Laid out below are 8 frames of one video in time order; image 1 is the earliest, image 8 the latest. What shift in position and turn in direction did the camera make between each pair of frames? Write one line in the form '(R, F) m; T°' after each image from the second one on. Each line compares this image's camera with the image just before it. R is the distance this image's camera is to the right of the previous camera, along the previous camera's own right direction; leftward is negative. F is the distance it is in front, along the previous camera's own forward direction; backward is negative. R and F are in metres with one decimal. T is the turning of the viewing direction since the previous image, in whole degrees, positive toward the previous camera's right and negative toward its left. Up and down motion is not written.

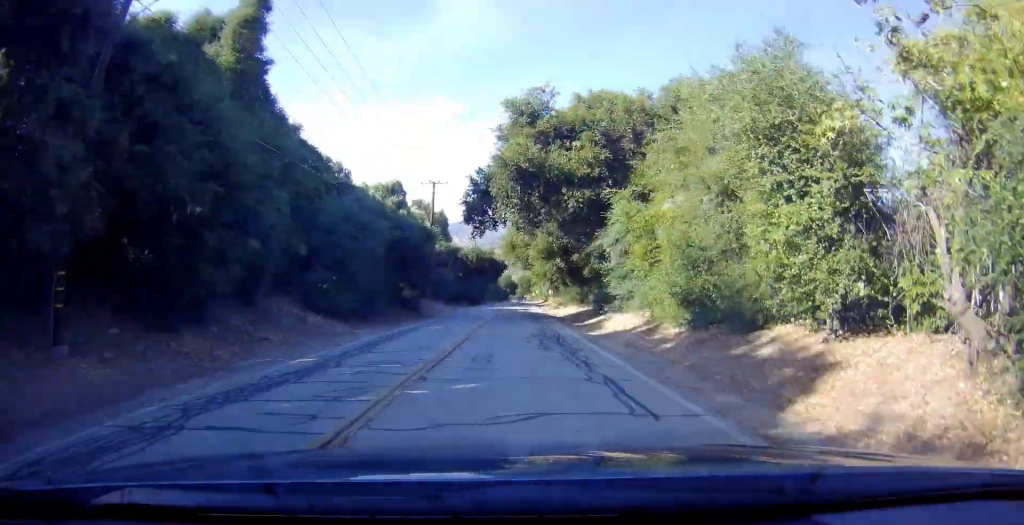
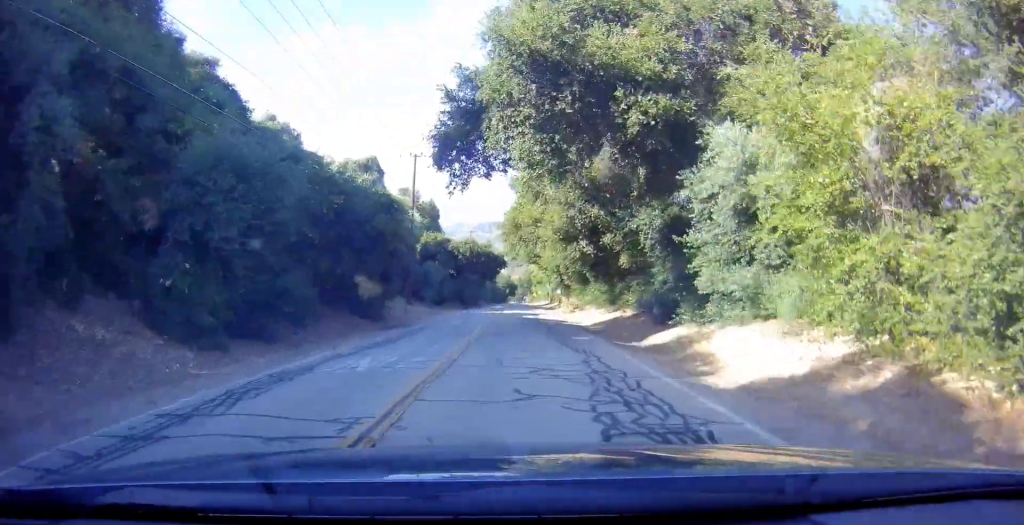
(+1.7, +11.6) m; +8°
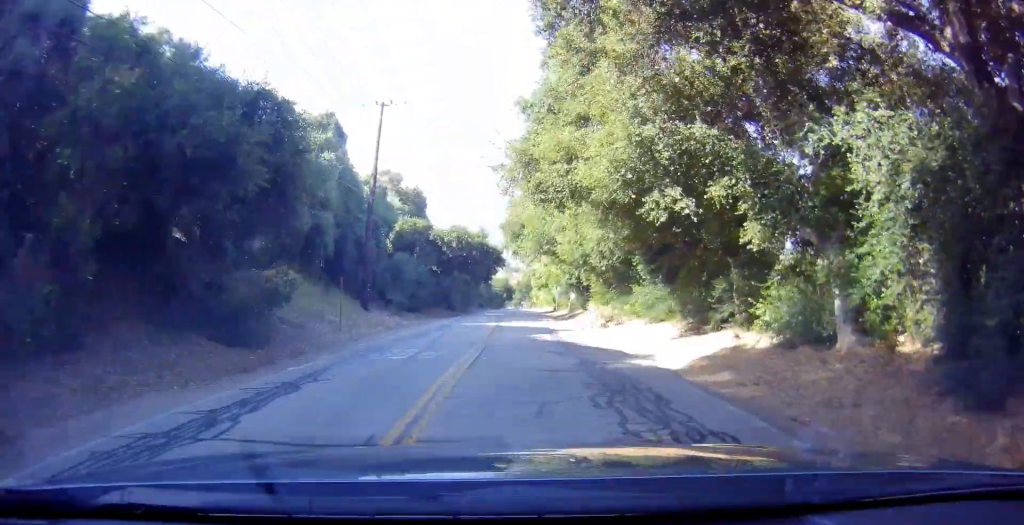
(+0.6, +13.7) m; -2°
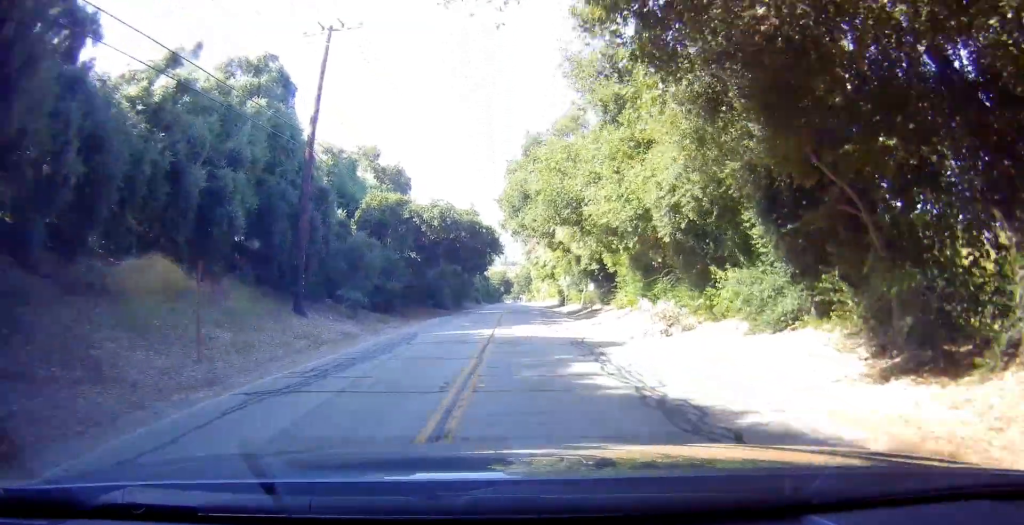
(-0.8, +11.4) m; -5°
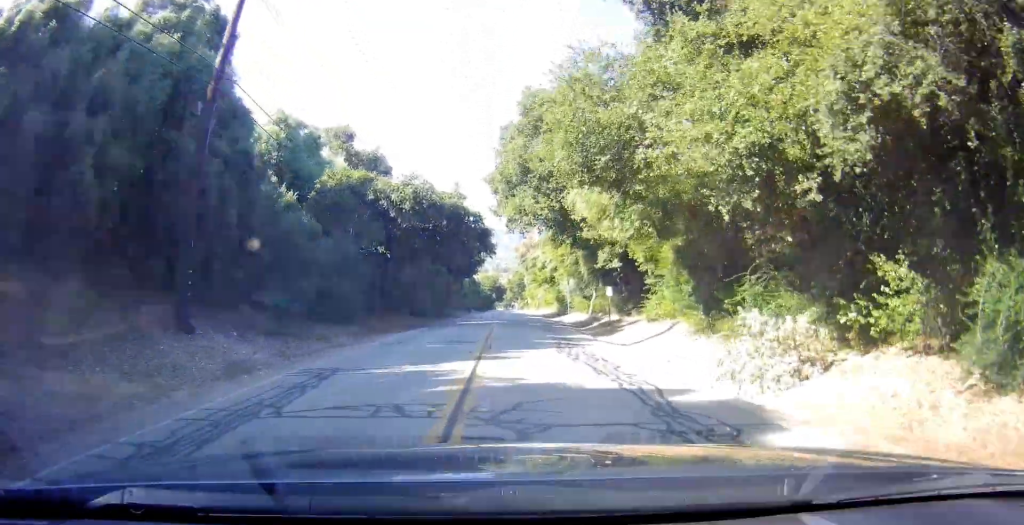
(0.0, +8.5) m; 0°
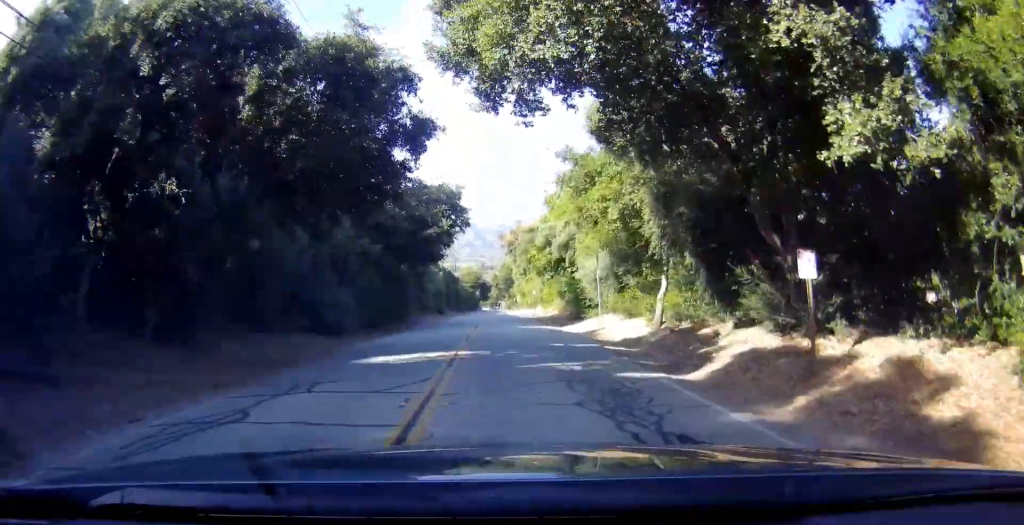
(-0.1, +20.5) m; +1°
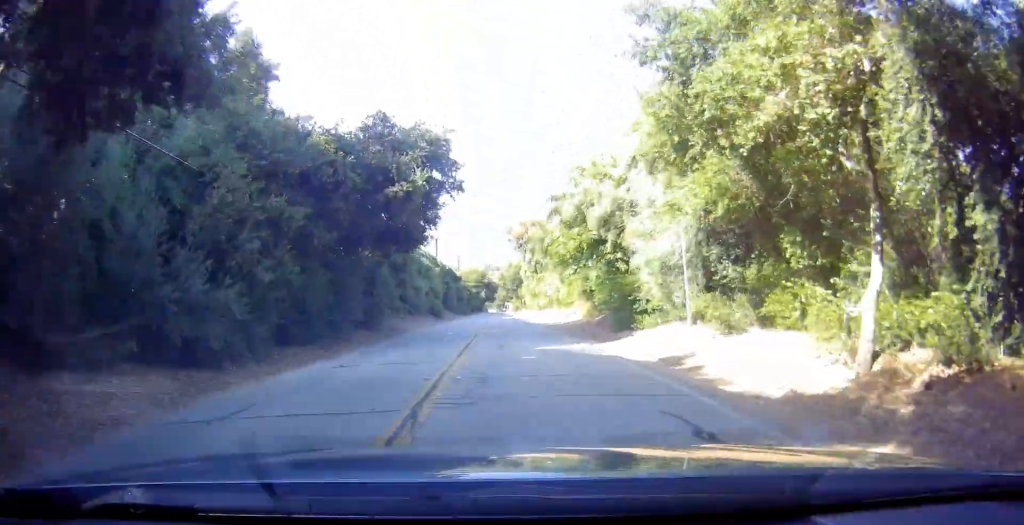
(+0.3, +12.1) m; 0°
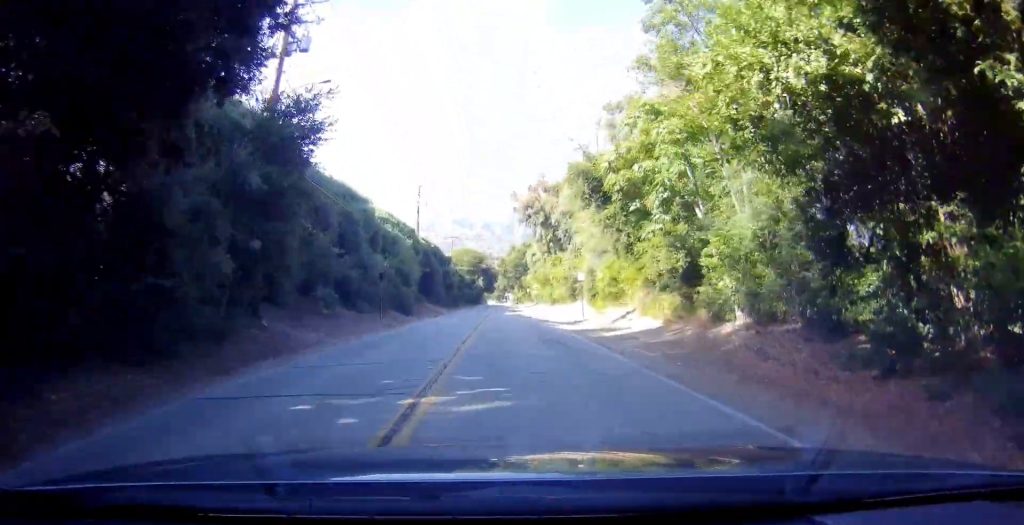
(+0.2, +21.5) m; +3°
